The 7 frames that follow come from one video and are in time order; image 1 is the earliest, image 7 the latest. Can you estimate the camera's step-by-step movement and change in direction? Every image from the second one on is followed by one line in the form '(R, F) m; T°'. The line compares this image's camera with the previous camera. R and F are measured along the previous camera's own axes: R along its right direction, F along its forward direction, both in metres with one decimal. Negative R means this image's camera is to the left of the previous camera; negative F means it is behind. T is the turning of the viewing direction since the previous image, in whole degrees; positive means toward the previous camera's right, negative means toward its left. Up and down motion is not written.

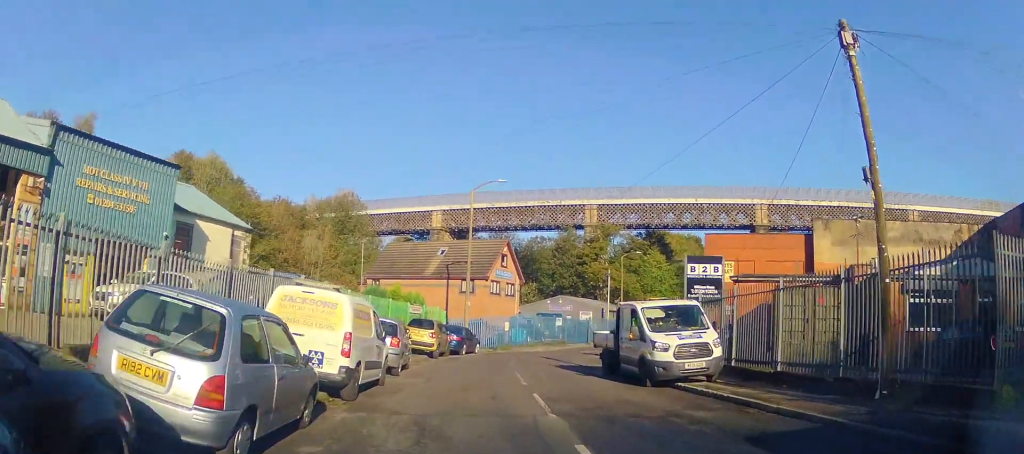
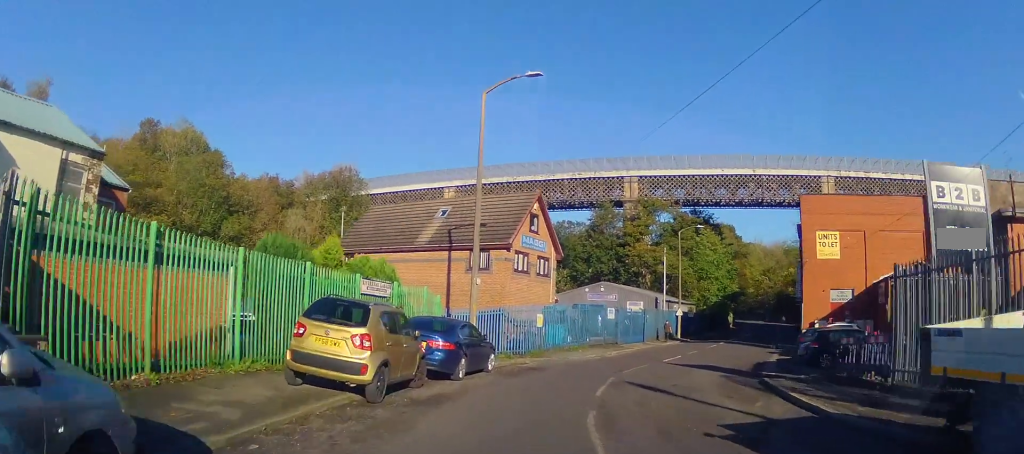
(-0.1, +14.8) m; 0°
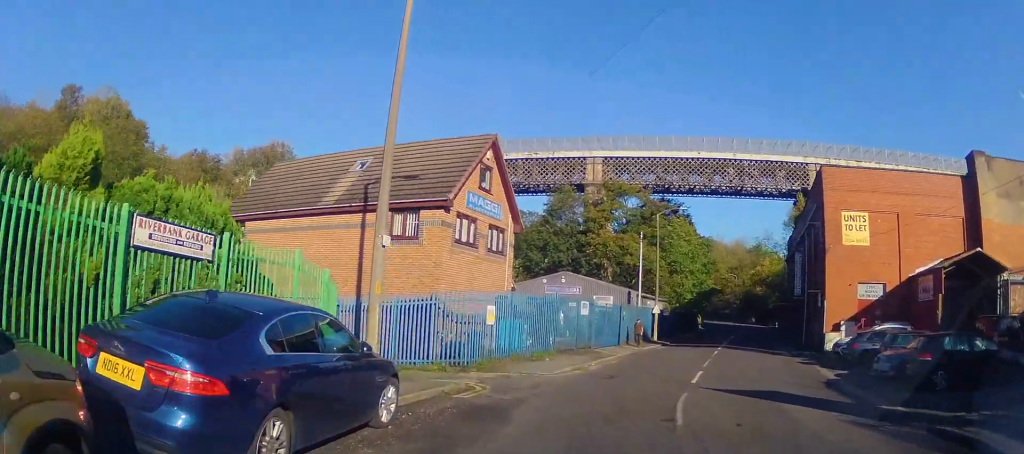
(0.0, +9.7) m; +1°
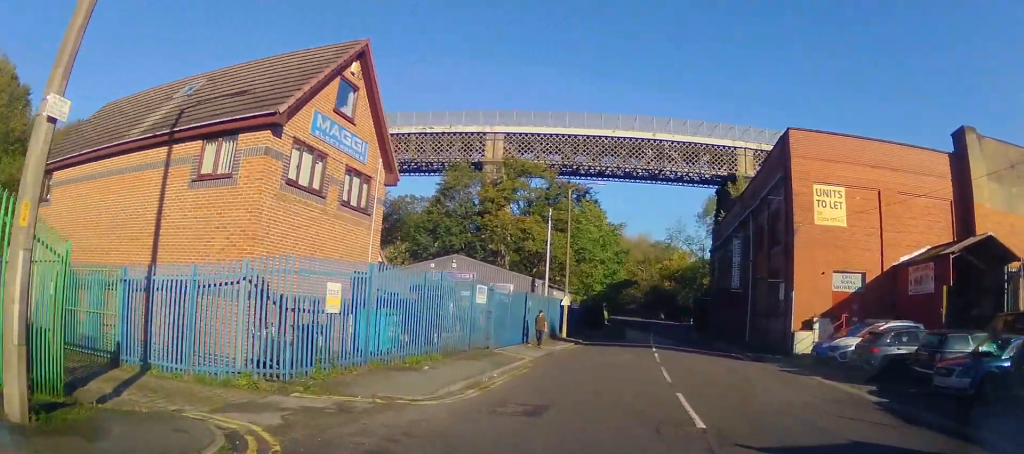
(+0.2, +7.4) m; +8°
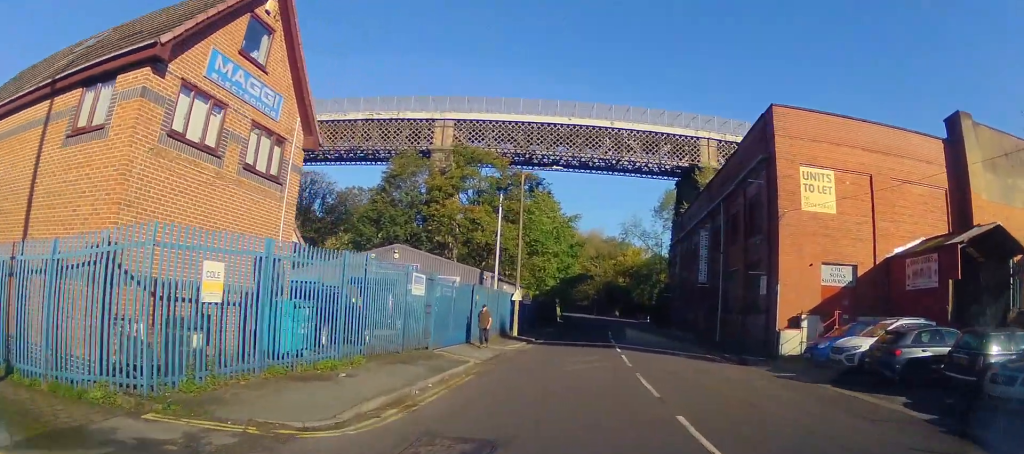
(0.0, +3.1) m; +5°
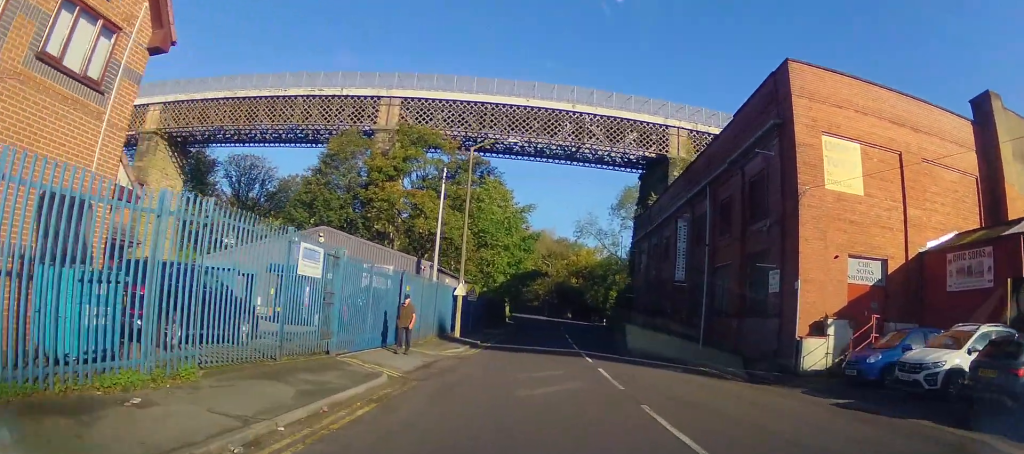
(+0.6, +5.2) m; +8°
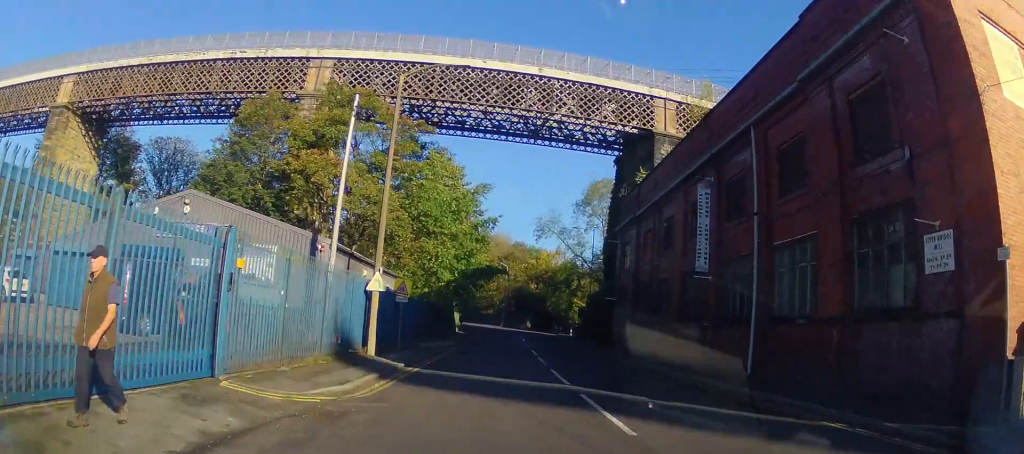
(+0.5, +9.2) m; +4°
